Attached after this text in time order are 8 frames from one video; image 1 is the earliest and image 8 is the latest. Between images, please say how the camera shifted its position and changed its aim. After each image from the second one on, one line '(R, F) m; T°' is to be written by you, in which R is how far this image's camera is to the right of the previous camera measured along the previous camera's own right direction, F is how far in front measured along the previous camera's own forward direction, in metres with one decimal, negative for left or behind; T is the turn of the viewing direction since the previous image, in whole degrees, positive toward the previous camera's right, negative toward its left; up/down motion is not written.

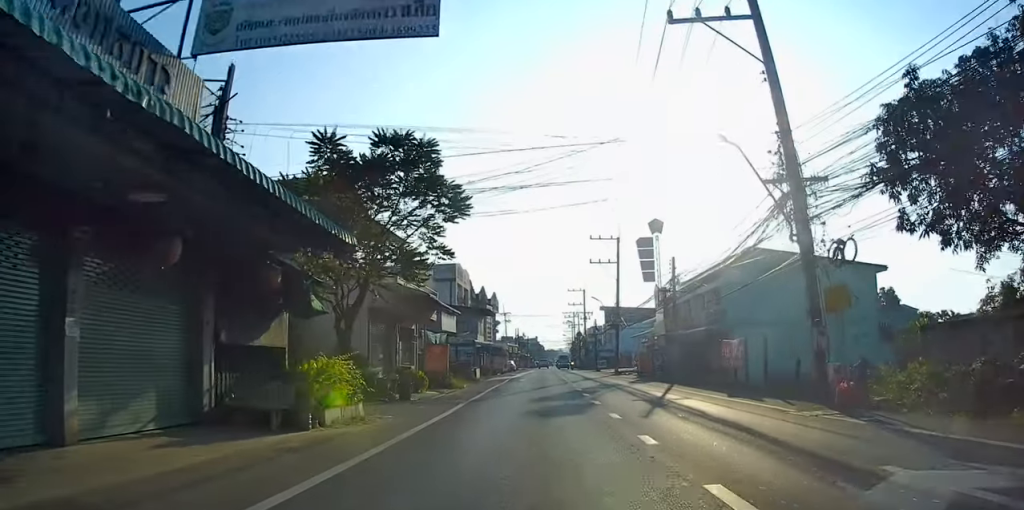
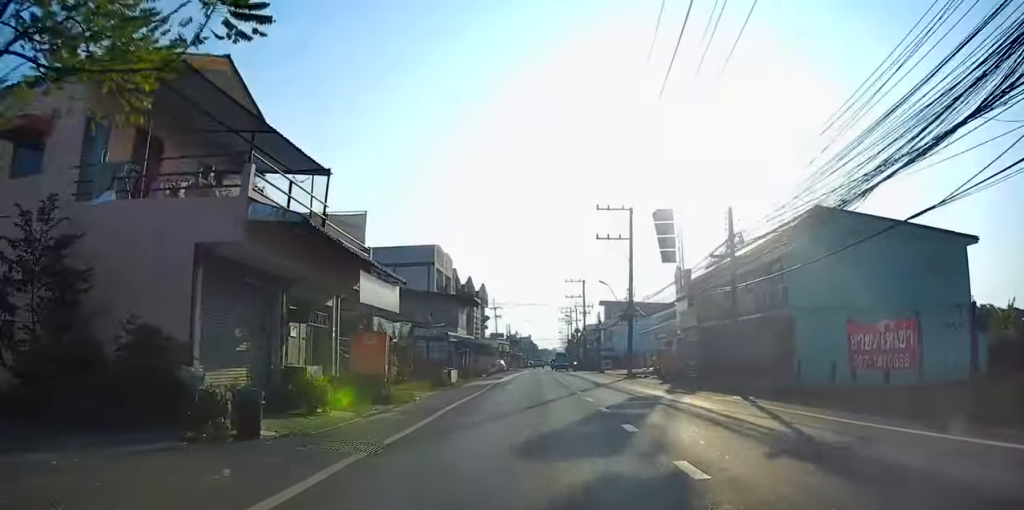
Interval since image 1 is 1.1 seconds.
(0.0, +10.1) m; 0°
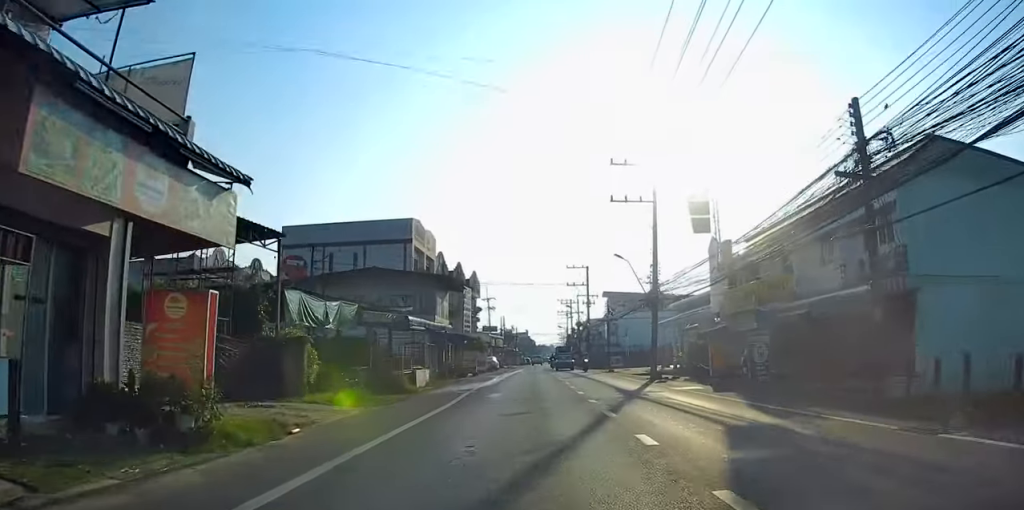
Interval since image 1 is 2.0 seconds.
(0.0, +9.1) m; +1°
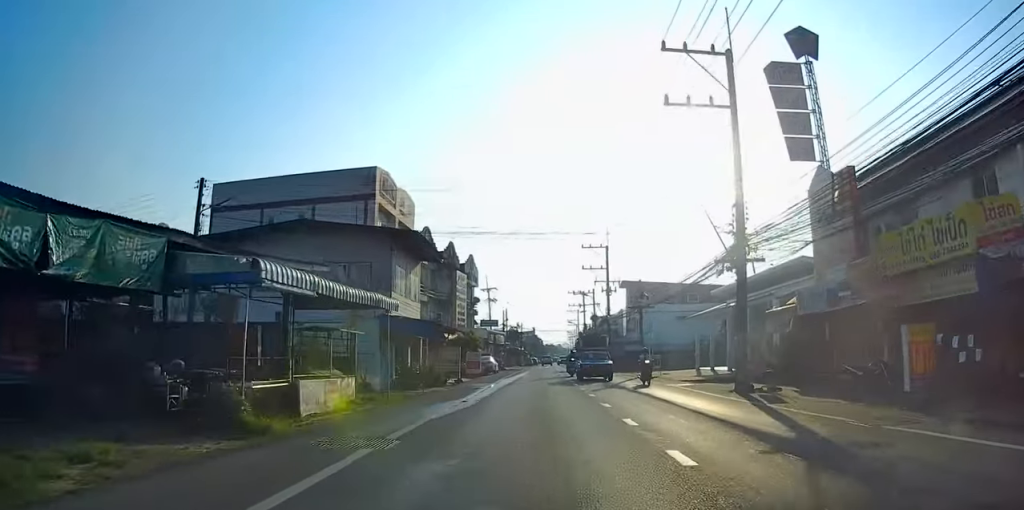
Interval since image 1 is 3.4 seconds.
(+0.2, +13.6) m; -1°
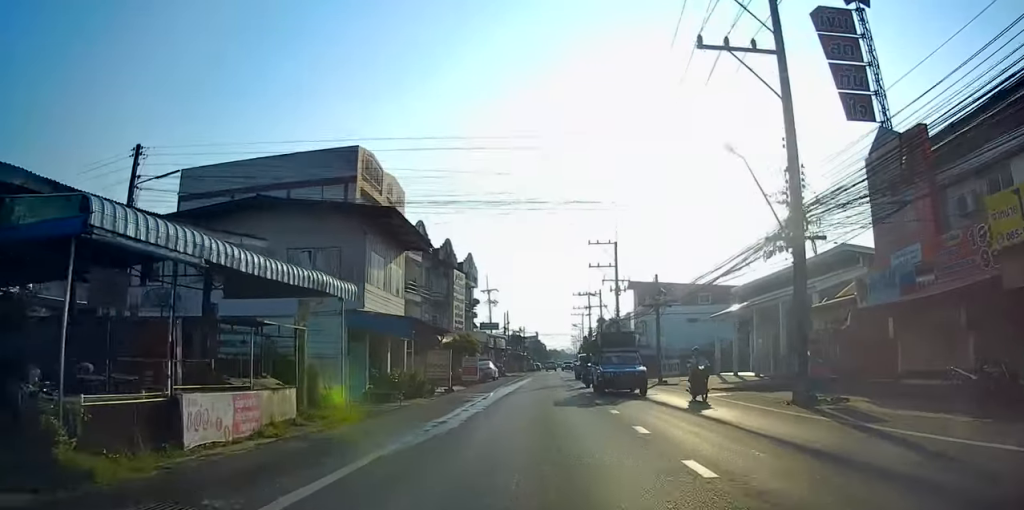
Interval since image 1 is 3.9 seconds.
(0.0, +4.5) m; -1°
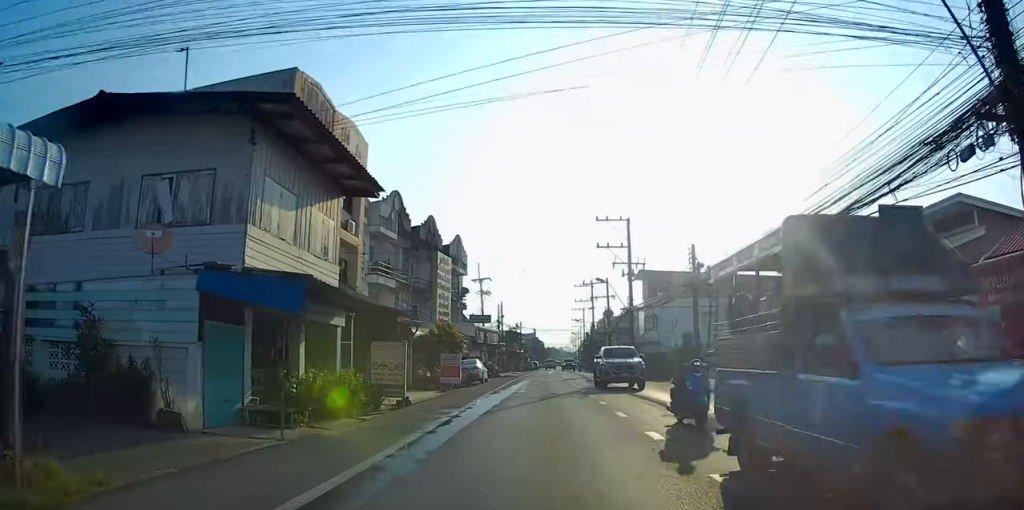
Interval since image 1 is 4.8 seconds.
(-0.2, +9.4) m; -1°
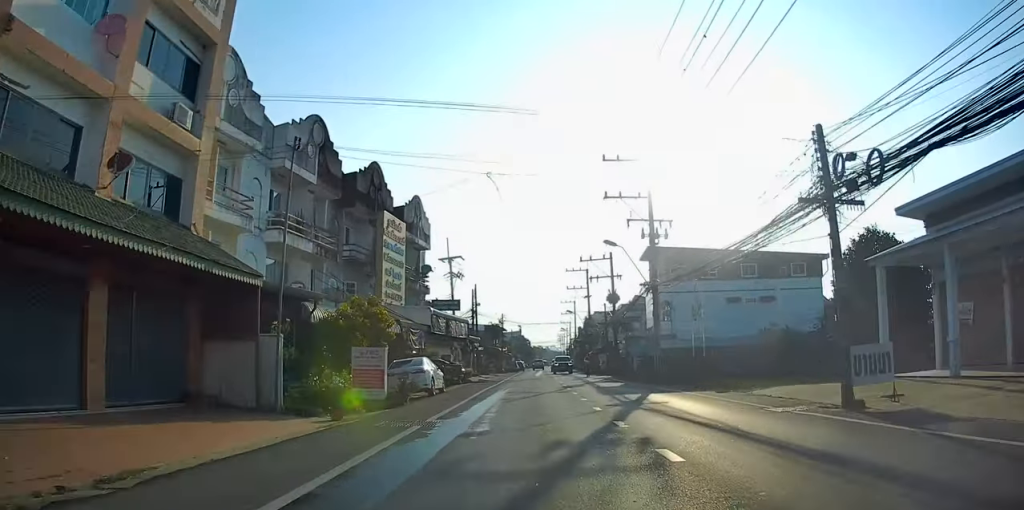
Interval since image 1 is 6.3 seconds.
(+0.2, +14.9) m; +1°
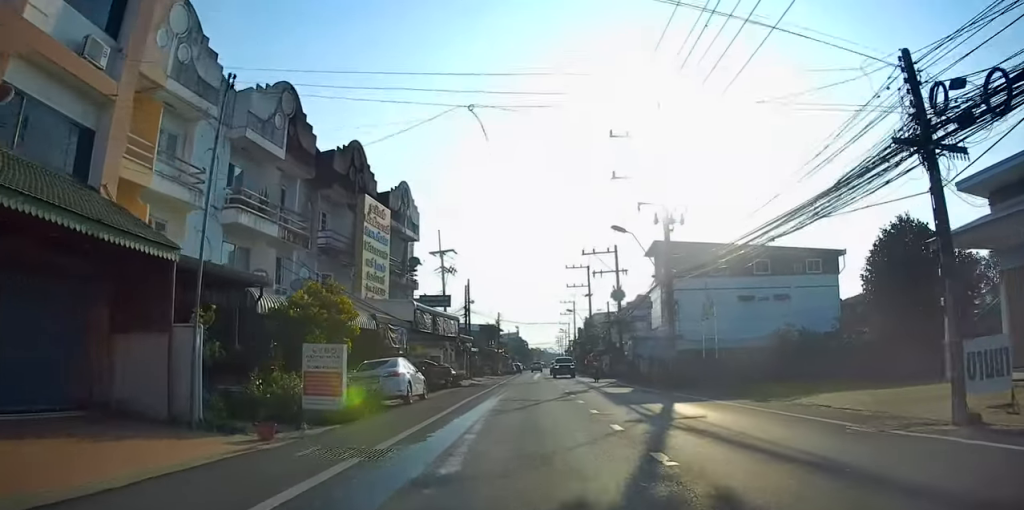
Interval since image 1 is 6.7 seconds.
(0.0, +4.3) m; 0°
